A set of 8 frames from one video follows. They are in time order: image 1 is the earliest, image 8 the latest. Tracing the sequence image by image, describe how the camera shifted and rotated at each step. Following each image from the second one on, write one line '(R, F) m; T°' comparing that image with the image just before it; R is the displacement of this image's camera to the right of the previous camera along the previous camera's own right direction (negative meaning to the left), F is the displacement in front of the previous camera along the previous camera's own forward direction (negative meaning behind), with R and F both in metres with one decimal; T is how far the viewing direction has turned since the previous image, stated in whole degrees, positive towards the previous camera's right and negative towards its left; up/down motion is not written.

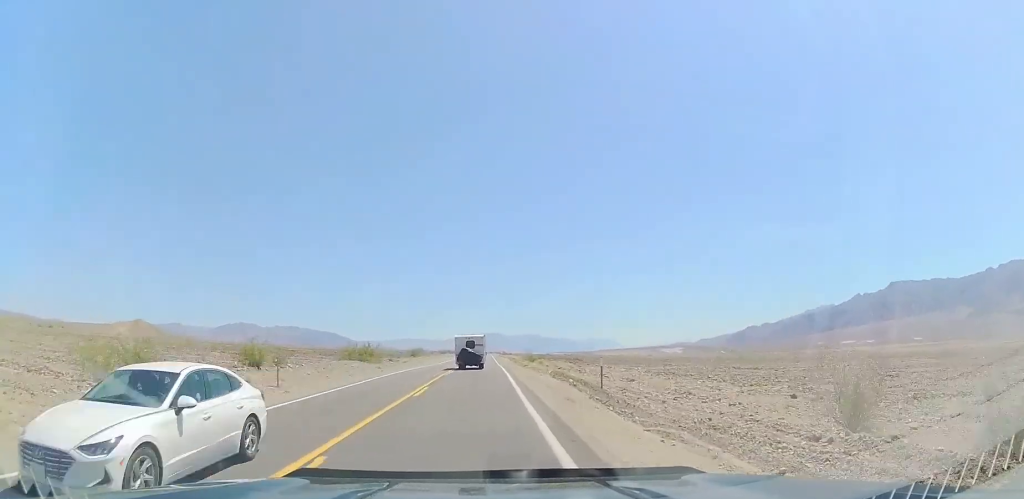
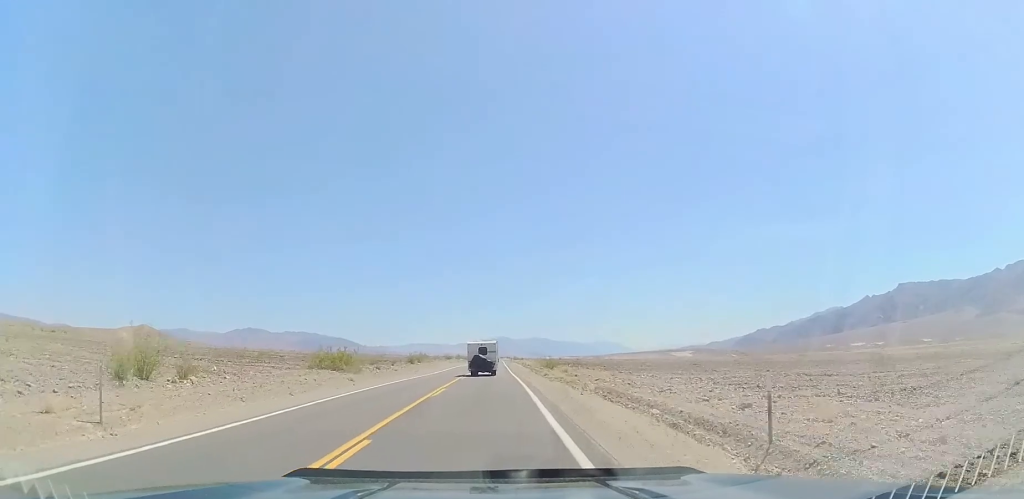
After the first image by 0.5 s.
(+0.2, +12.4) m; 0°
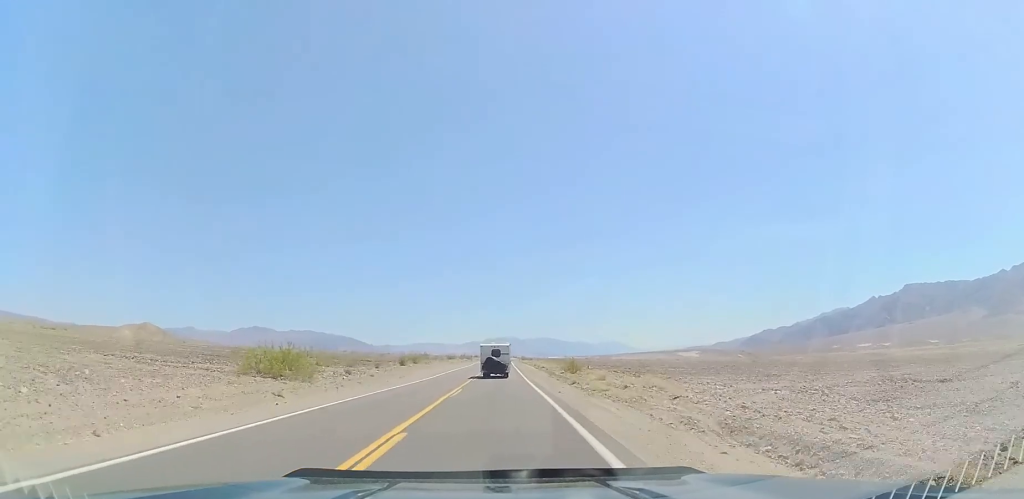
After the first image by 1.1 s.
(-0.1, +13.4) m; -1°
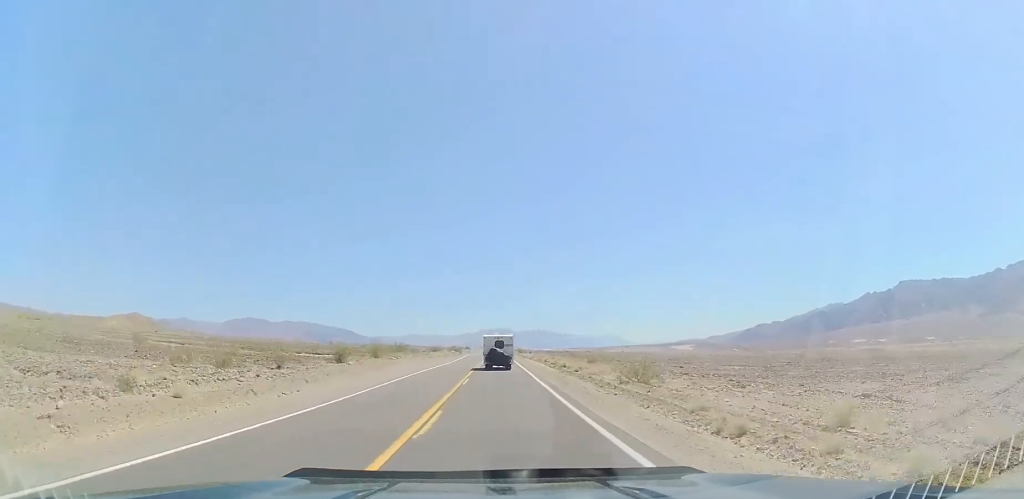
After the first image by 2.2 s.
(-0.4, +25.5) m; -1°
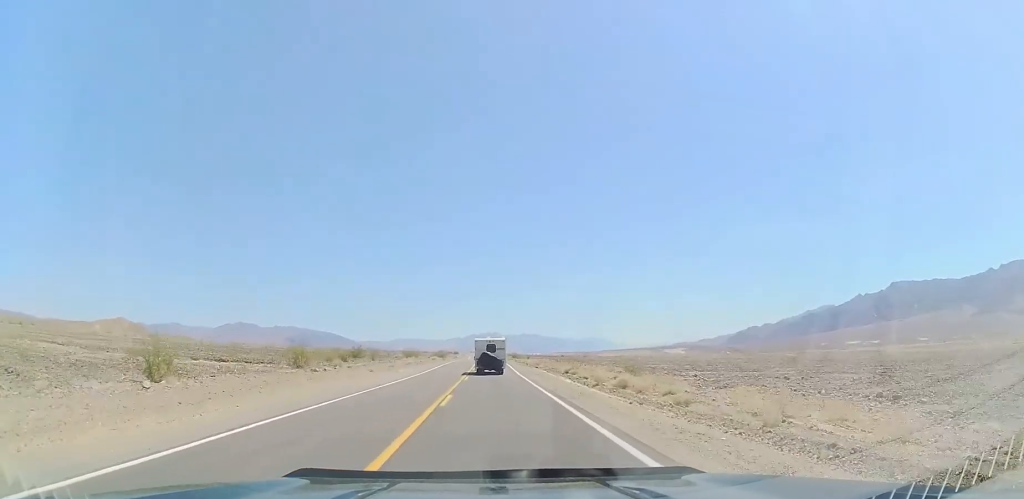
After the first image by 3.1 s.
(0.0, +23.4) m; +1°
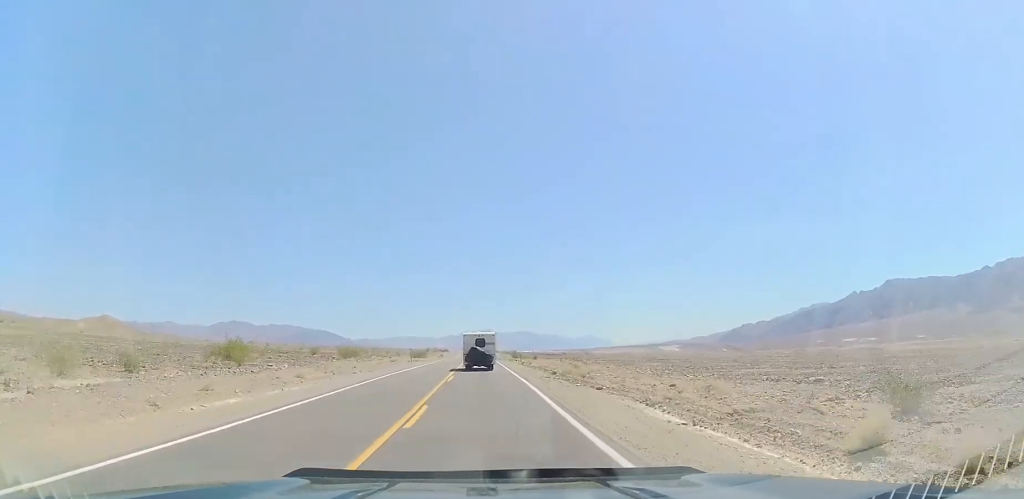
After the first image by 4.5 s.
(+1.0, +34.5) m; +1°
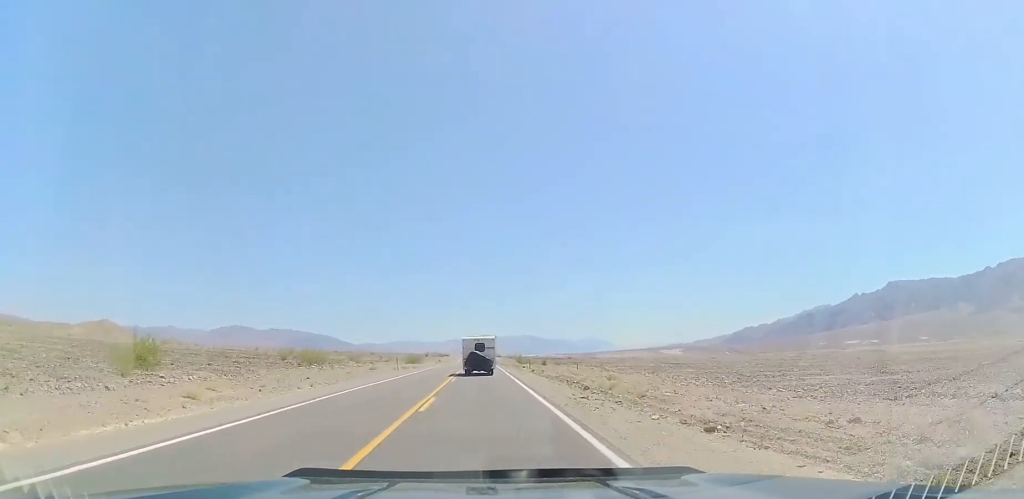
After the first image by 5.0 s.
(-0.1, +11.5) m; 0°
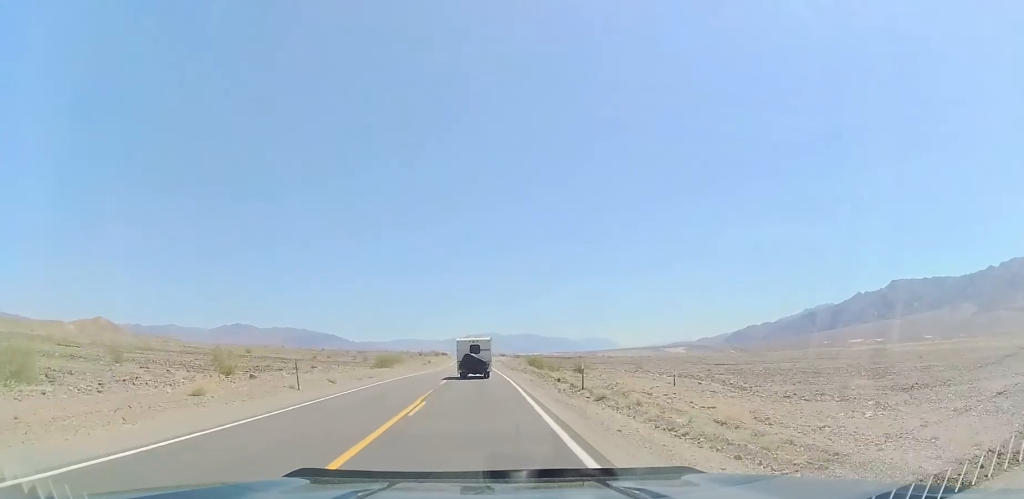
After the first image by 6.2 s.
(-0.3, +30.2) m; 0°
